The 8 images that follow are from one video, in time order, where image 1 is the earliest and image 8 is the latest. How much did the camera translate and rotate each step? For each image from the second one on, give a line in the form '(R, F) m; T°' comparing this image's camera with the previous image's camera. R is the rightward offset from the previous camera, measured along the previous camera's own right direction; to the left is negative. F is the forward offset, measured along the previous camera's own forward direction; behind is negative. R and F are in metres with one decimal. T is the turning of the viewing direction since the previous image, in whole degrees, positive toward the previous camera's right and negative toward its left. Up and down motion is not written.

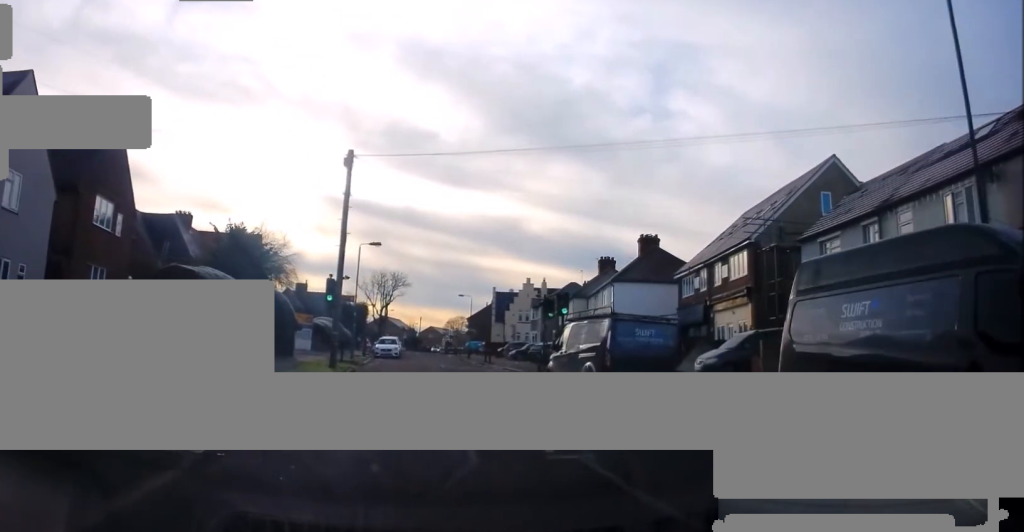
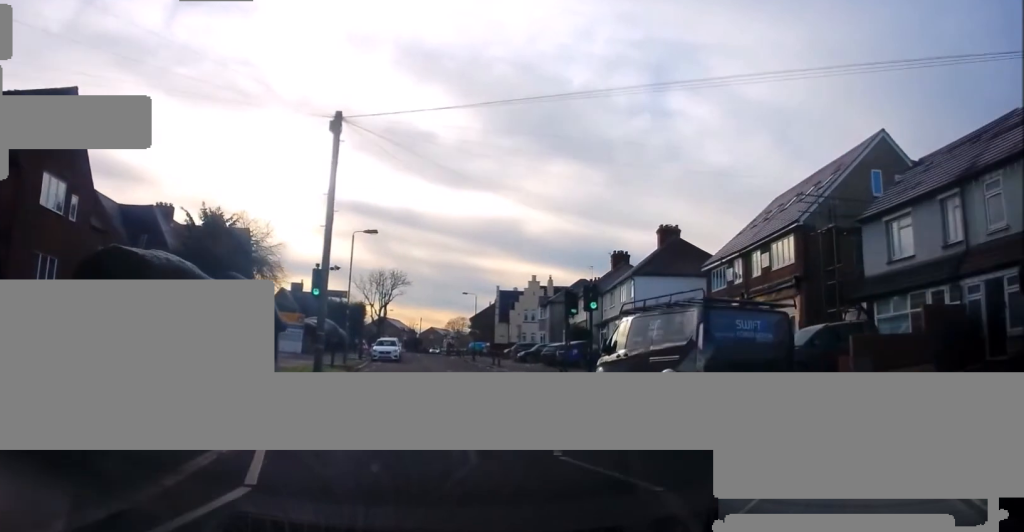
(0.0, +4.2) m; +1°
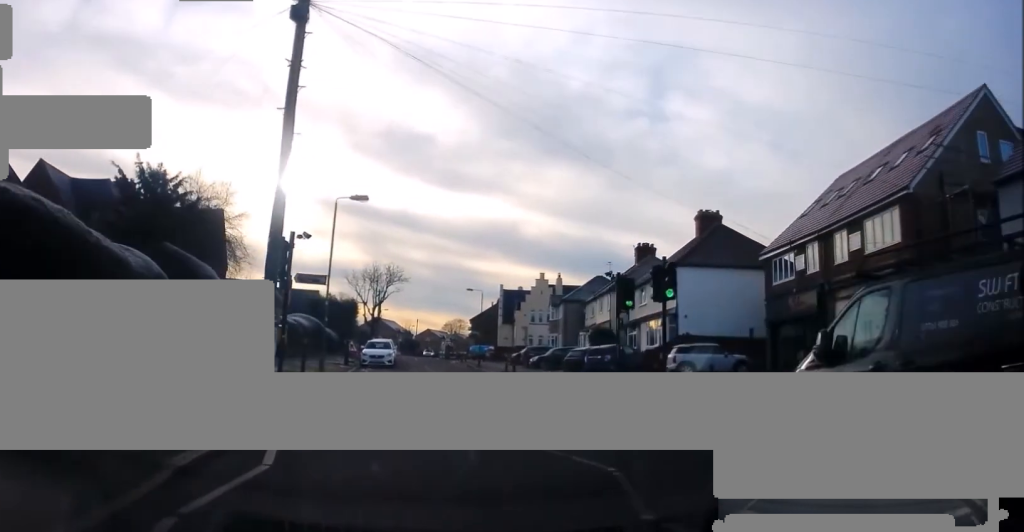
(0.0, +7.6) m; +2°
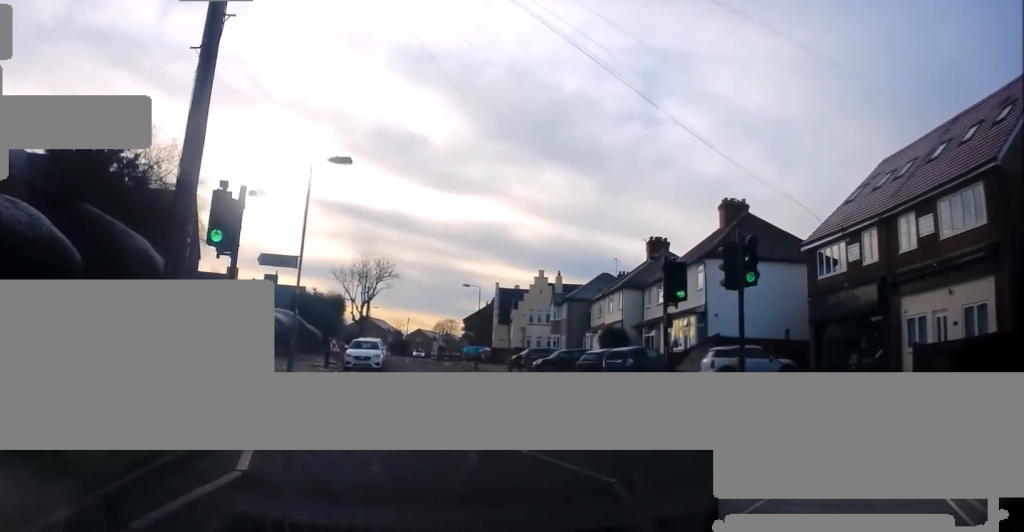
(+0.2, +5.7) m; +1°
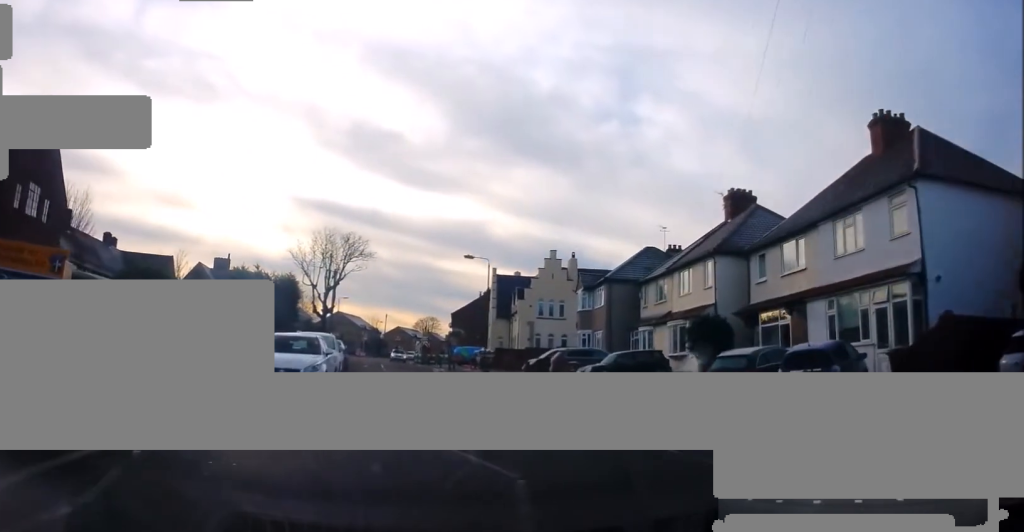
(0.0, +16.6) m; 0°
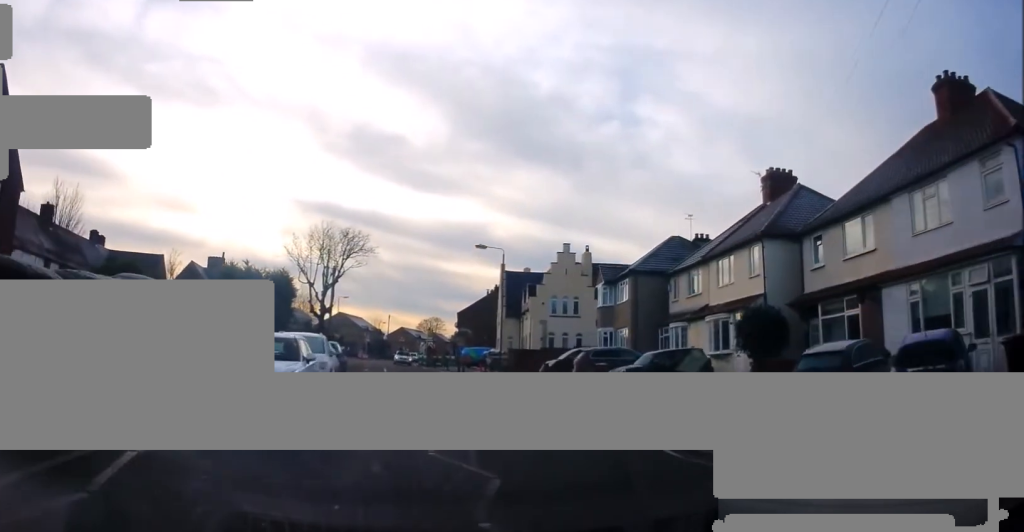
(0.0, +4.1) m; 0°
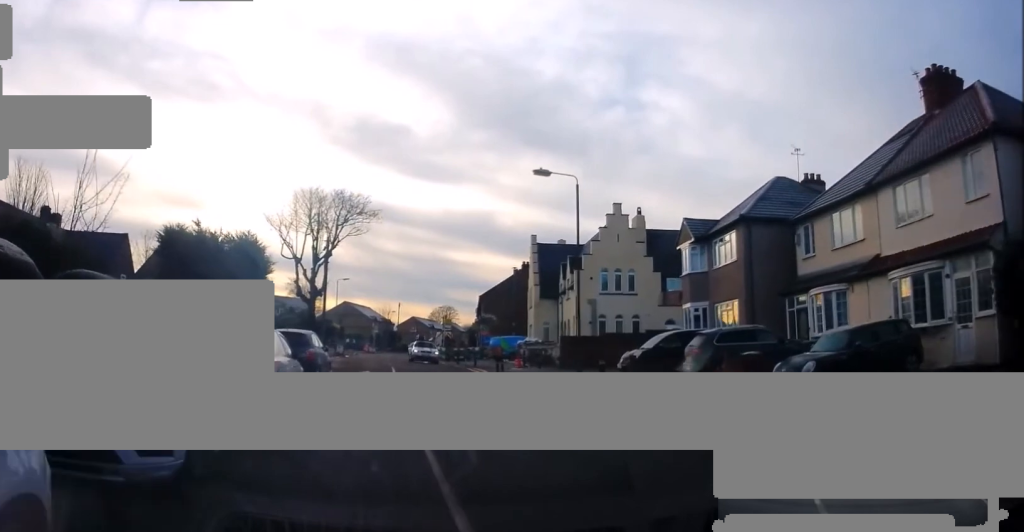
(-0.1, +11.4) m; -1°
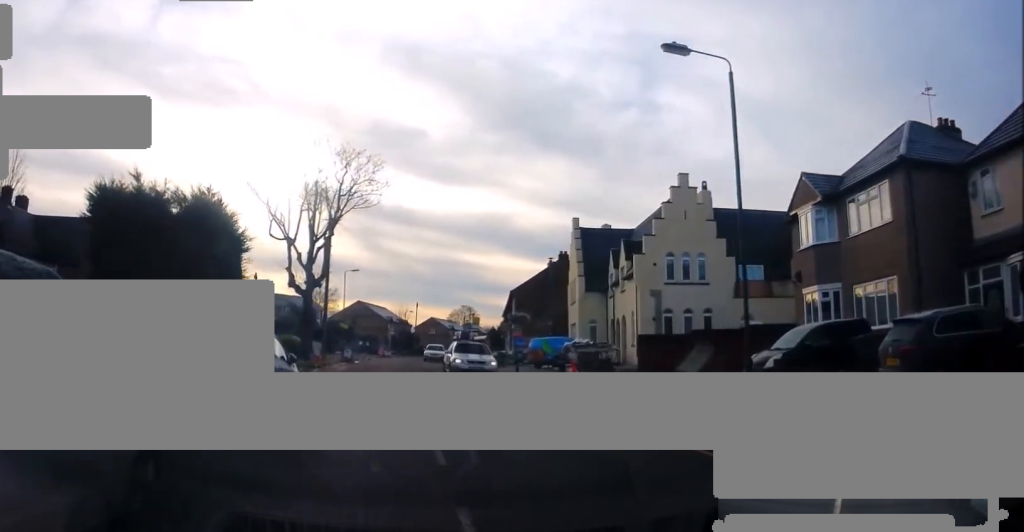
(-0.1, +8.4) m; -1°
